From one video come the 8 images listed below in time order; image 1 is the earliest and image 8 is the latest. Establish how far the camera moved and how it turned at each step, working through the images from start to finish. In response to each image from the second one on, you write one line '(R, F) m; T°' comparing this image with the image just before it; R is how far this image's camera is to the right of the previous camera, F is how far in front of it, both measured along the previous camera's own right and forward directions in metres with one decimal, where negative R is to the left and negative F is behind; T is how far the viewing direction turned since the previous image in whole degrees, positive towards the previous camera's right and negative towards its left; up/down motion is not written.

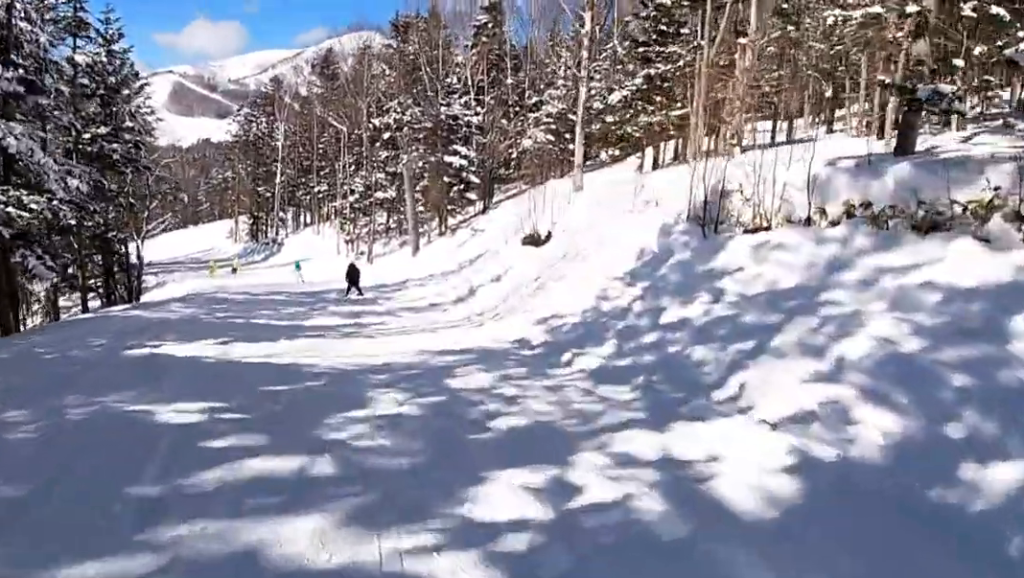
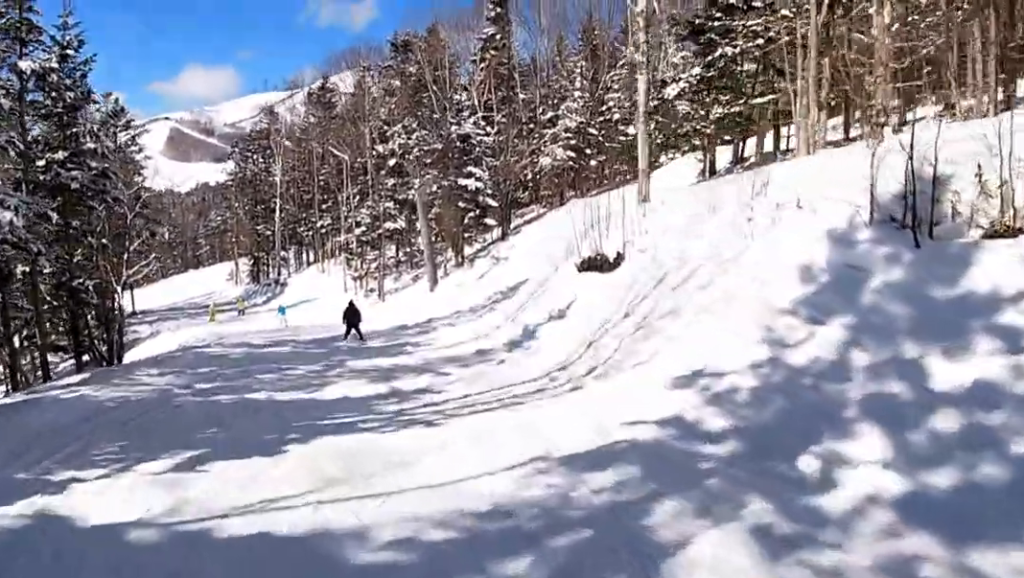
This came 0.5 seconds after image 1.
(-0.1, +5.0) m; -1°
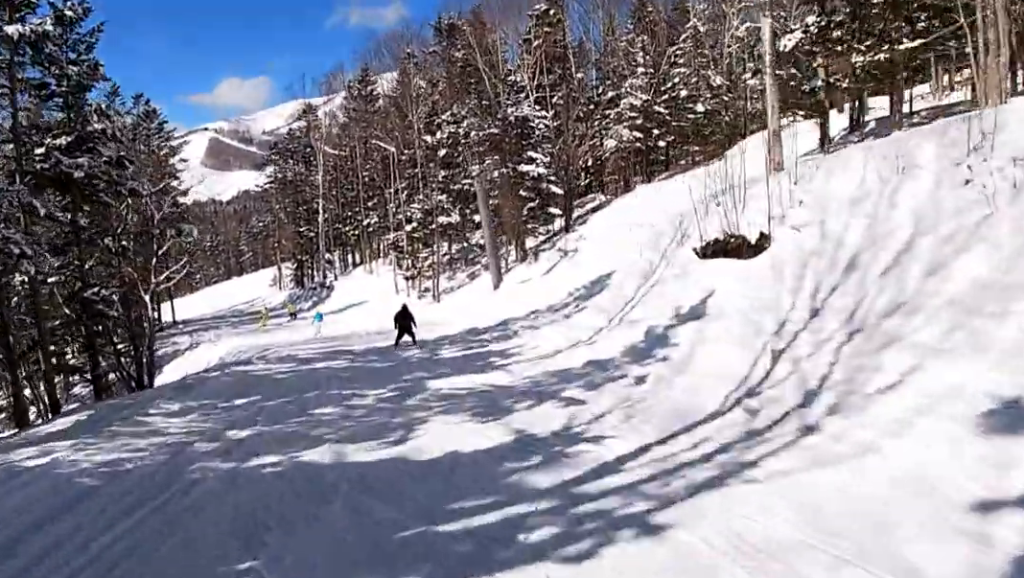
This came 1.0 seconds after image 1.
(0.0, +4.2) m; 0°
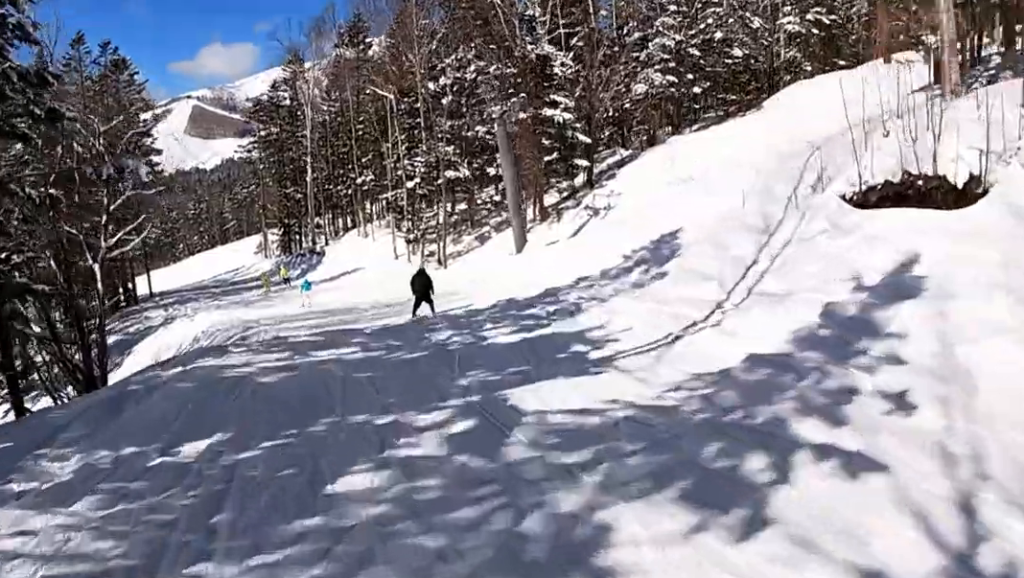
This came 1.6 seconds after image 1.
(0.0, +5.7) m; 0°
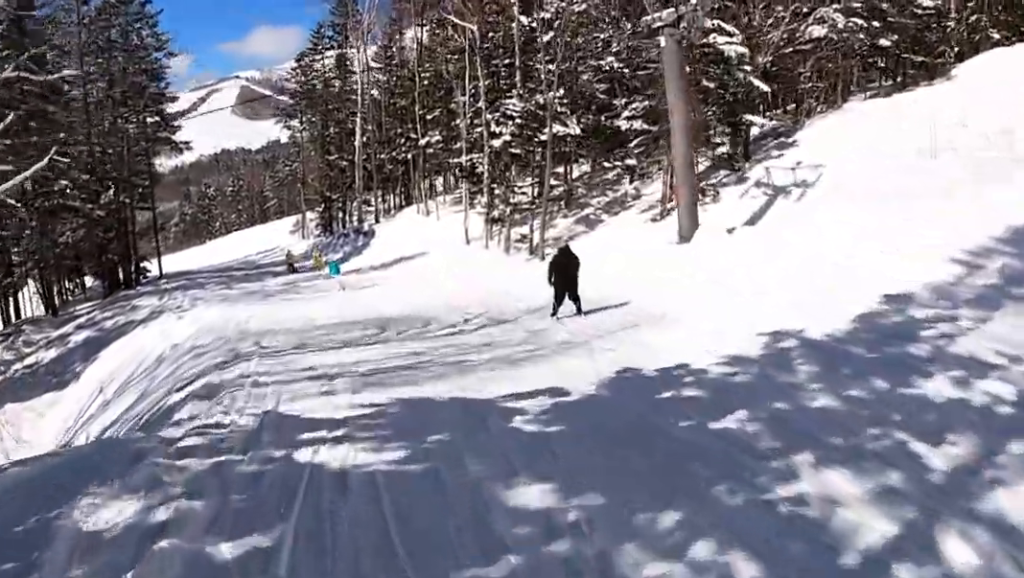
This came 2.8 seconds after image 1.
(-0.2, +11.9) m; -4°
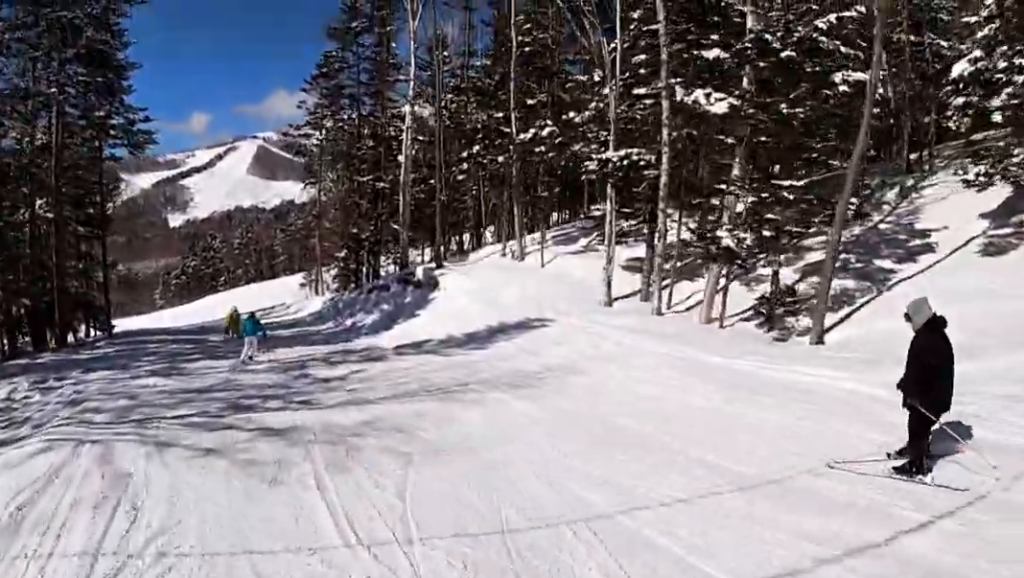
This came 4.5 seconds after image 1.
(-2.1, +16.7) m; -14°
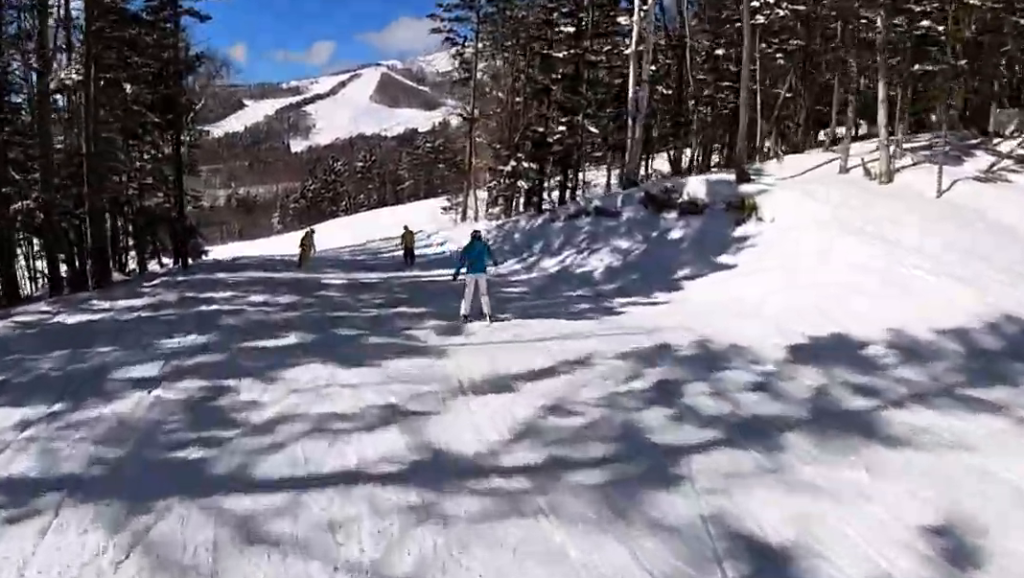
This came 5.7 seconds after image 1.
(-0.1, +12.1) m; 0°
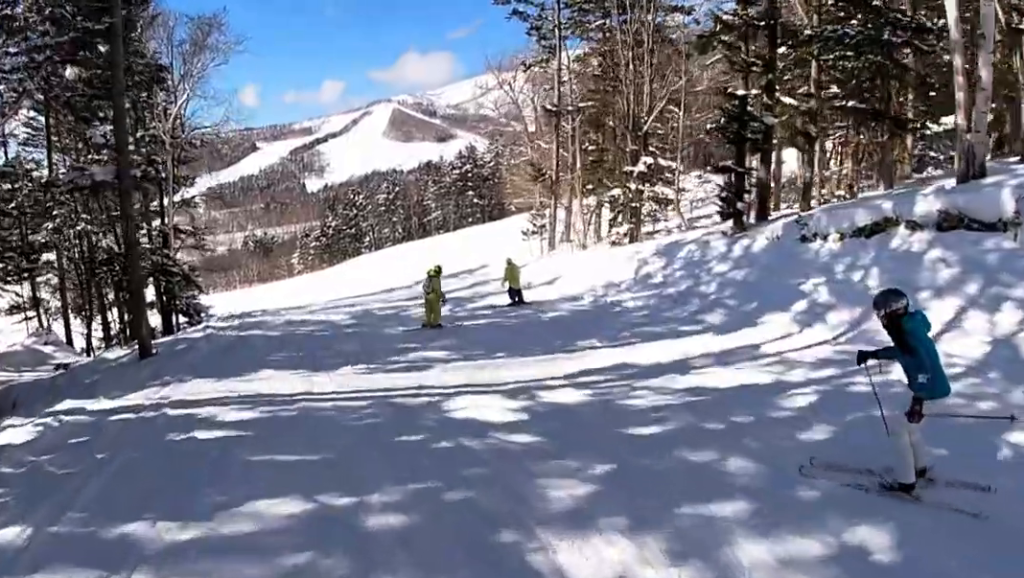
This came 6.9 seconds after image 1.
(0.0, +12.2) m; 0°
